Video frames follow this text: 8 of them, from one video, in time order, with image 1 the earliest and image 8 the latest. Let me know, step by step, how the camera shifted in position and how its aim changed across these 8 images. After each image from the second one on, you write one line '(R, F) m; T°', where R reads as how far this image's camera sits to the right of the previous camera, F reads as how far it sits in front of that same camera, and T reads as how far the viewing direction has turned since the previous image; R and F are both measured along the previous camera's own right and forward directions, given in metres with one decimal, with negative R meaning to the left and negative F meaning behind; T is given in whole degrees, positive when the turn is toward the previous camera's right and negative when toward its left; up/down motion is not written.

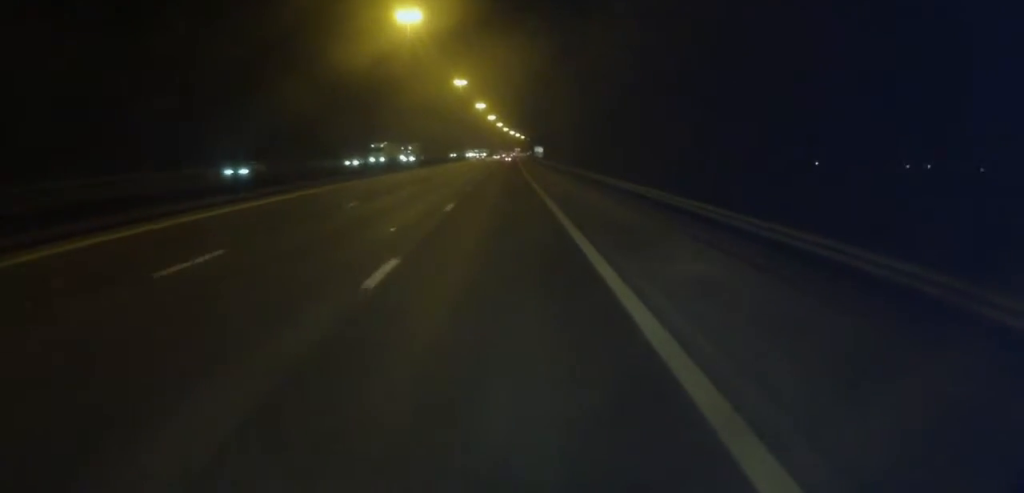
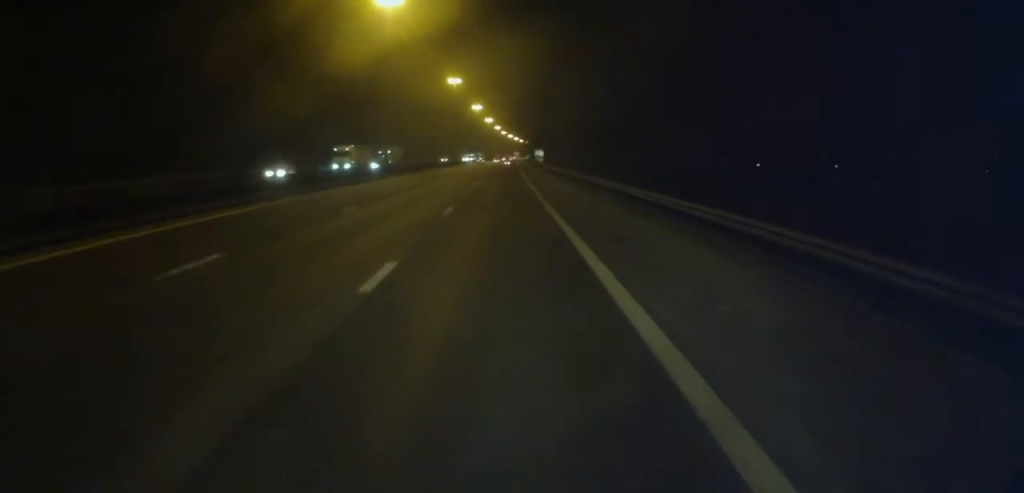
(+0.1, +12.6) m; 0°
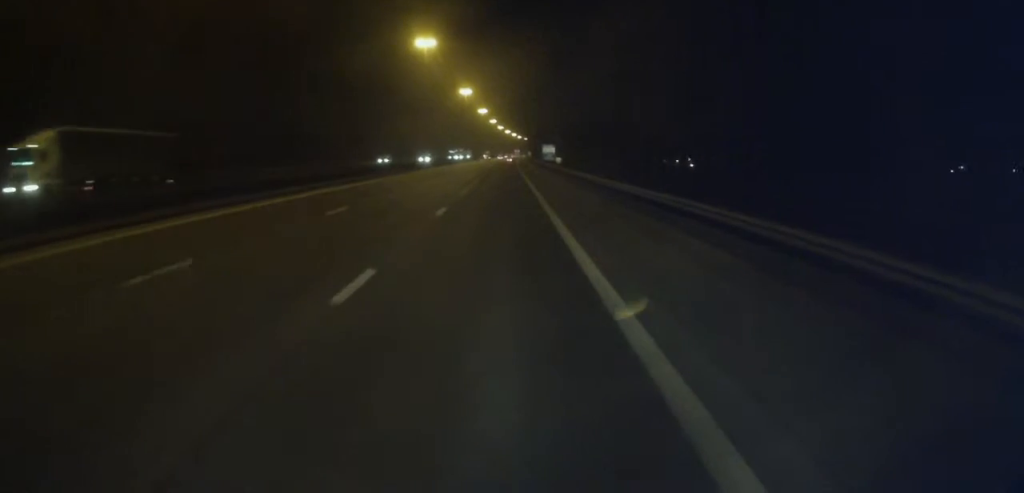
(-0.6, +50.9) m; -1°
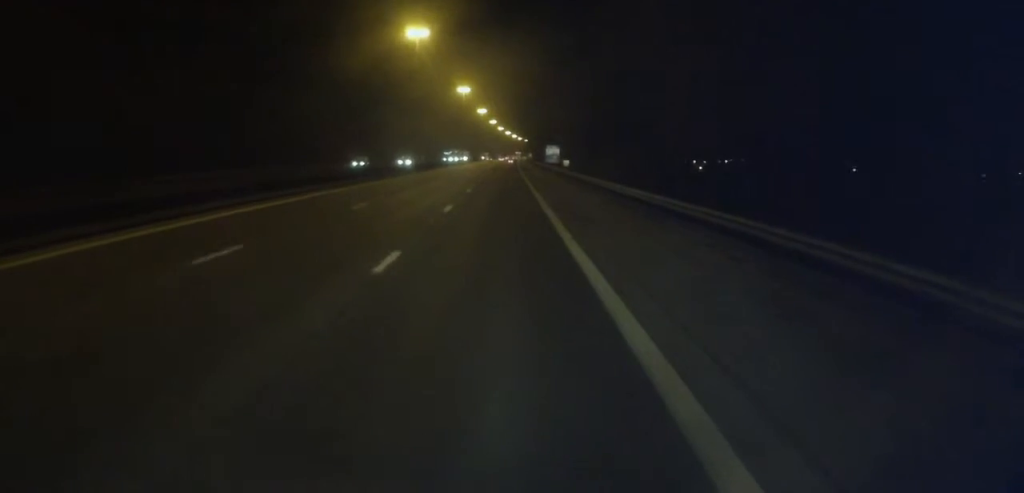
(-0.1, +10.2) m; +1°
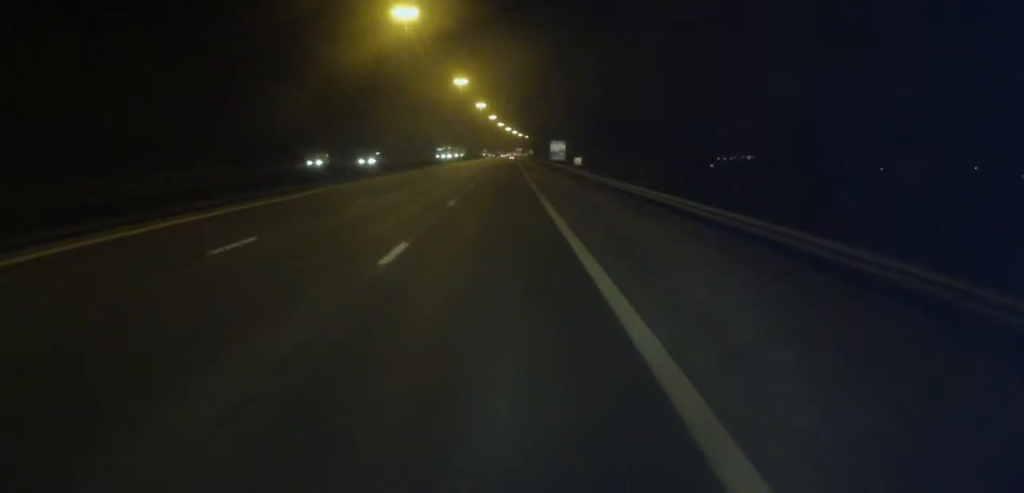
(+0.1, +11.7) m; +1°
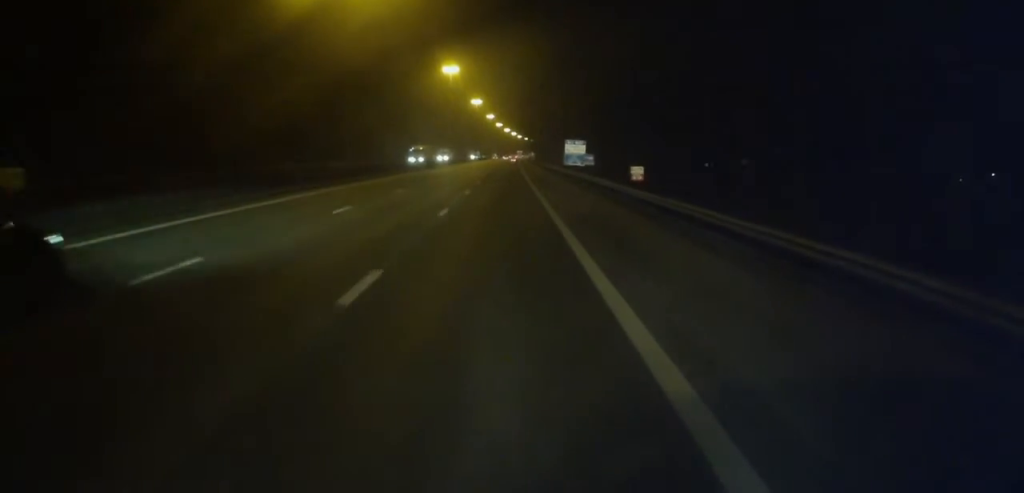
(+0.3, +28.2) m; 0°
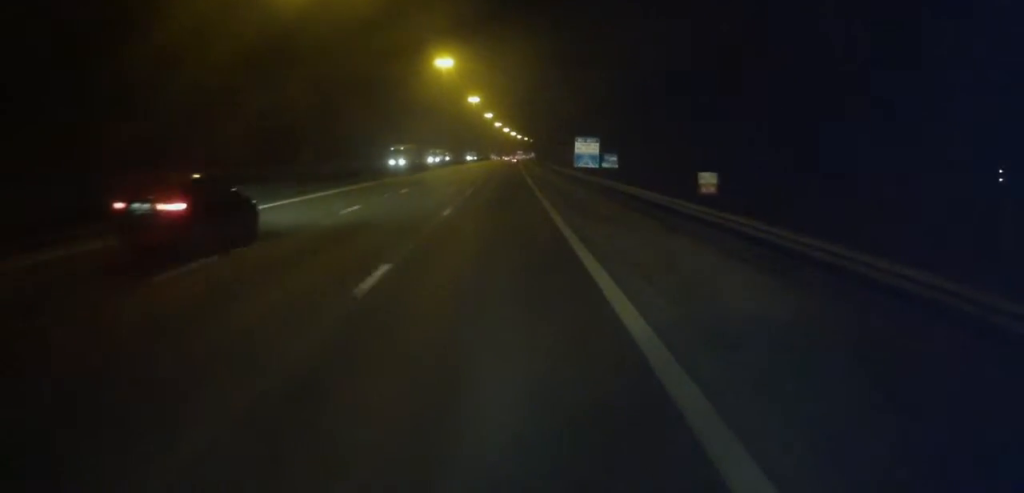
(0.0, +11.8) m; -1°
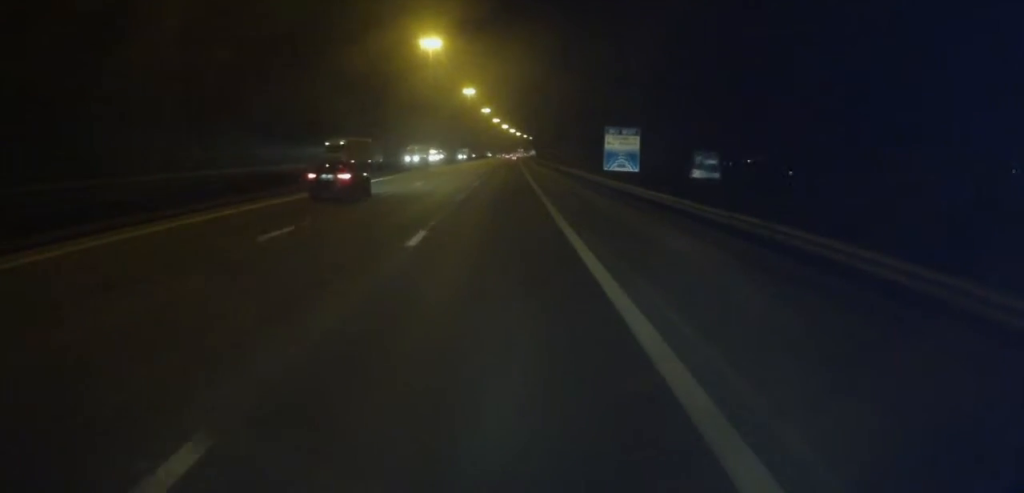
(-0.2, +20.4) m; +1°
